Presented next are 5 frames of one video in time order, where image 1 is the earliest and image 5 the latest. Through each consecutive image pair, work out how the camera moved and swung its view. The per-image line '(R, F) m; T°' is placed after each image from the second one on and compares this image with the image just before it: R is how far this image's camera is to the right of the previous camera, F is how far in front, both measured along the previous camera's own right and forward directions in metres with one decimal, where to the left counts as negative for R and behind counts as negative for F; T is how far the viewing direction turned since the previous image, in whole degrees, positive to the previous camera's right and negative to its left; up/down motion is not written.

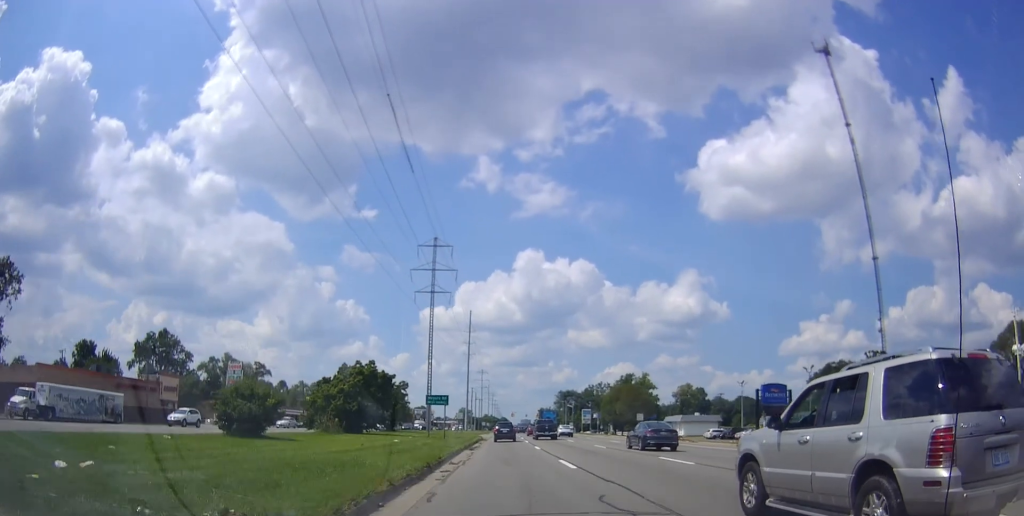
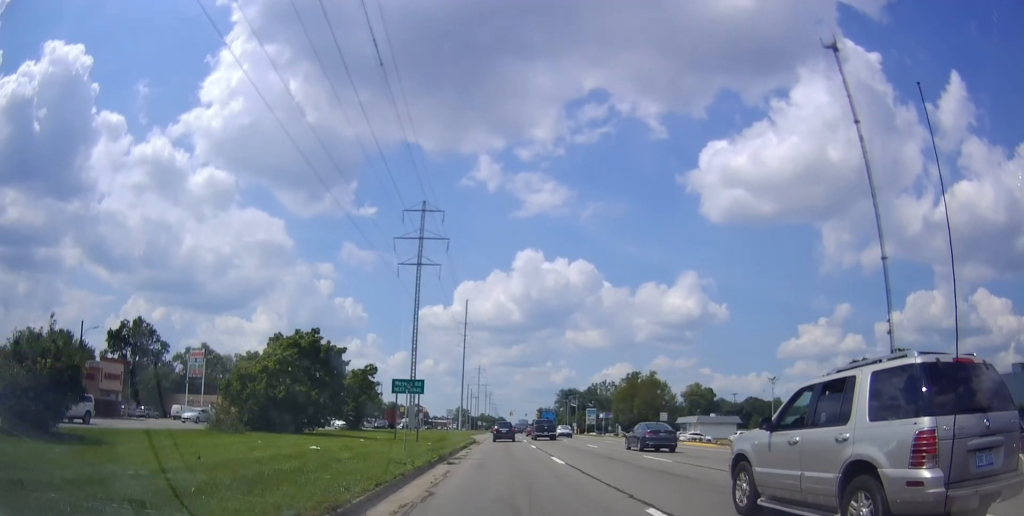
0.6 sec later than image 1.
(0.0, +12.9) m; 0°
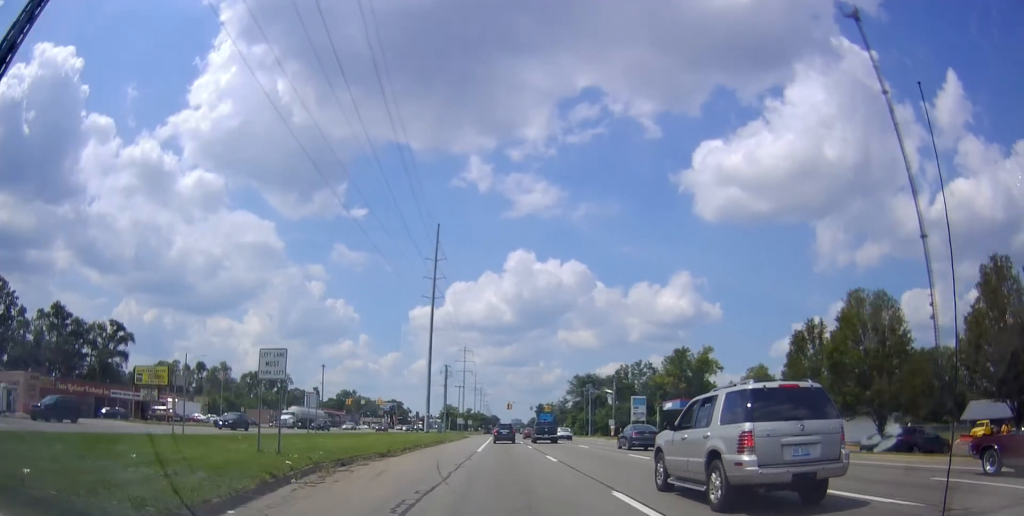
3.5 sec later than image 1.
(+1.0, +61.0) m; +1°
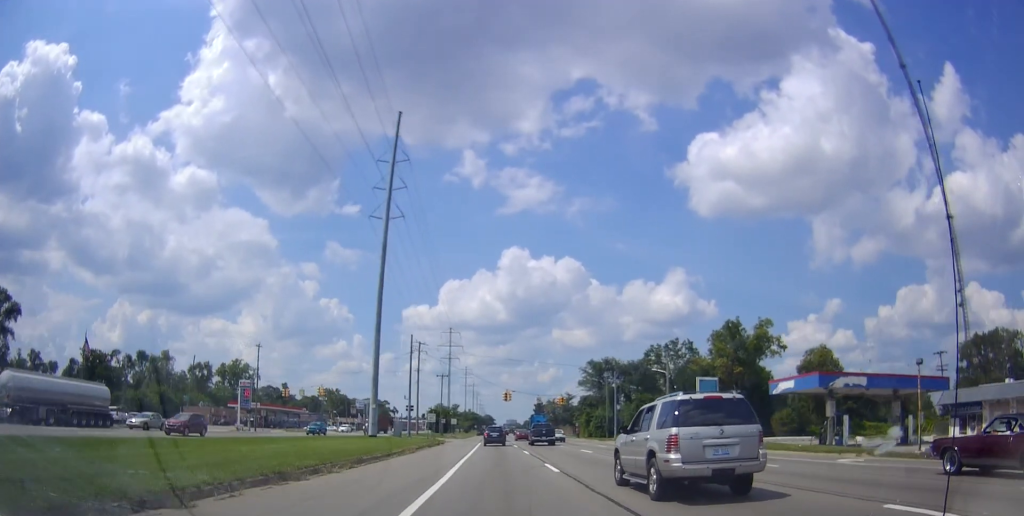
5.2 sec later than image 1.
(-0.5, +35.4) m; +1°
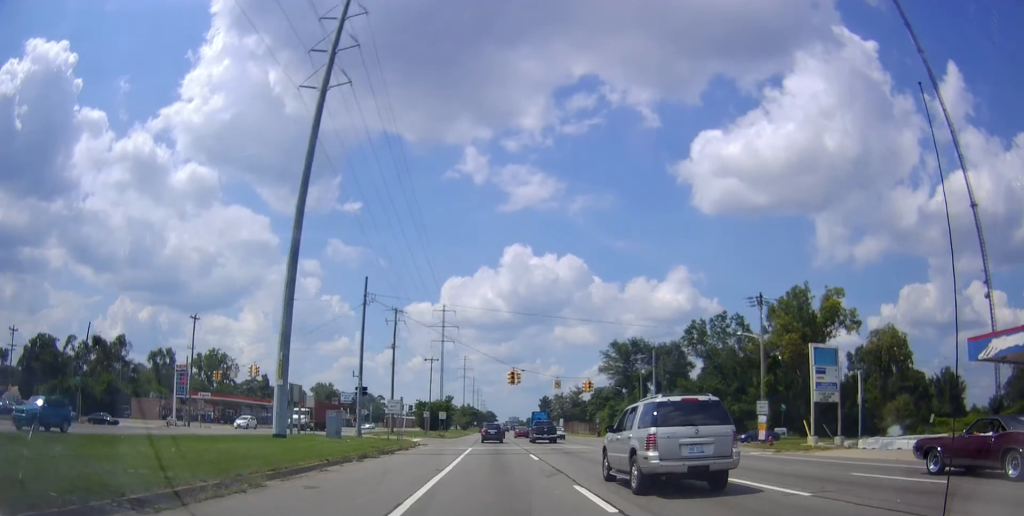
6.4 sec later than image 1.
(+0.3, +23.9) m; 0°
